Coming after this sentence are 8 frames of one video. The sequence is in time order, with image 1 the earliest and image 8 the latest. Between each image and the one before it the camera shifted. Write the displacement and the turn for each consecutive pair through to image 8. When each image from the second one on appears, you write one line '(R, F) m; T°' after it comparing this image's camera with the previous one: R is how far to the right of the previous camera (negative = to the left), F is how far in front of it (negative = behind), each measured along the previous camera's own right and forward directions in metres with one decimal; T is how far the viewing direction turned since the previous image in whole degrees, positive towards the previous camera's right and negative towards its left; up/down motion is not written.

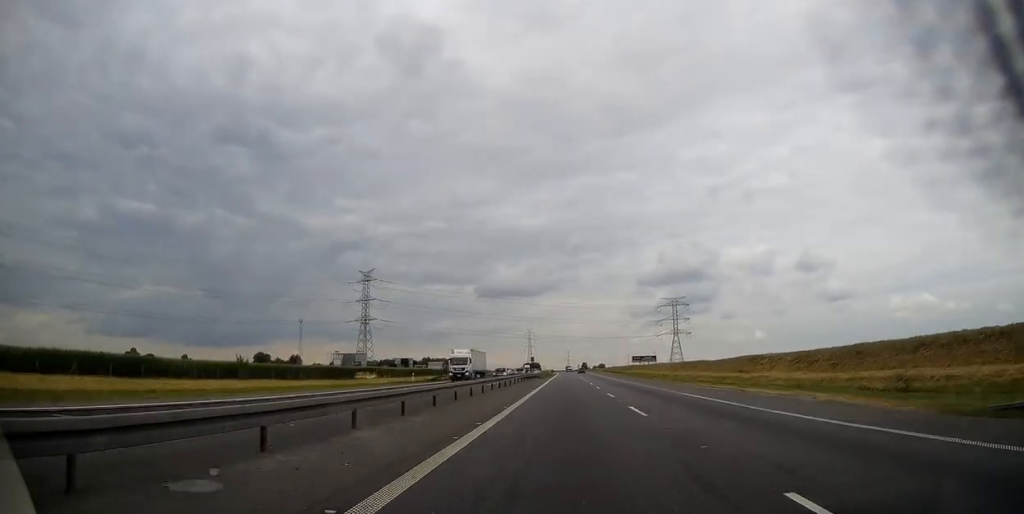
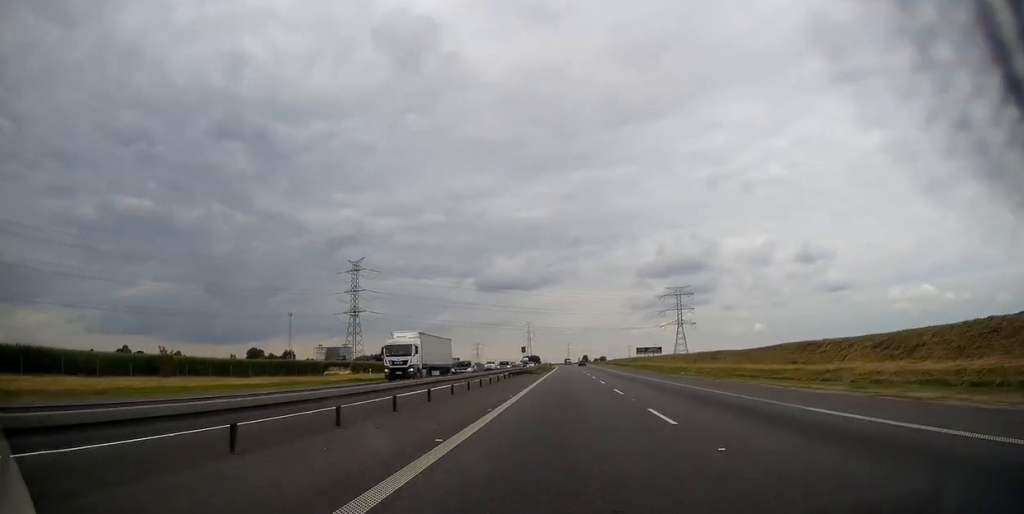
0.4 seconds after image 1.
(0.0, +16.8) m; 0°
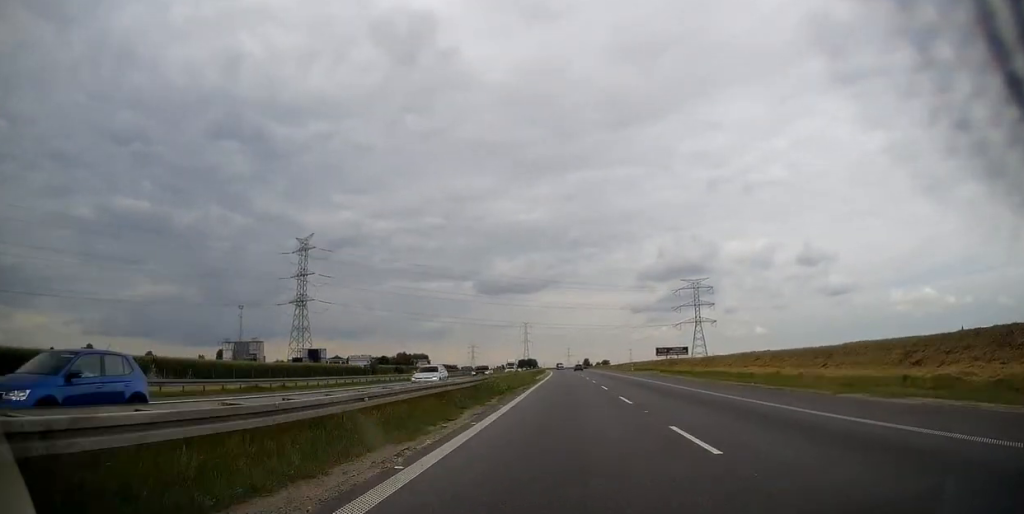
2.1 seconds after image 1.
(+0.1, +64.5) m; 0°
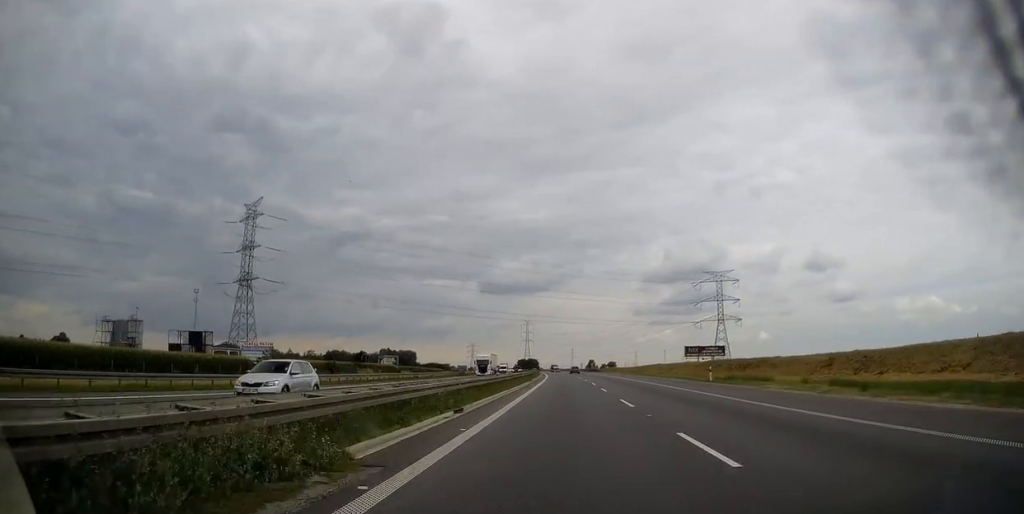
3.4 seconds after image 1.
(-0.2, +49.7) m; 0°
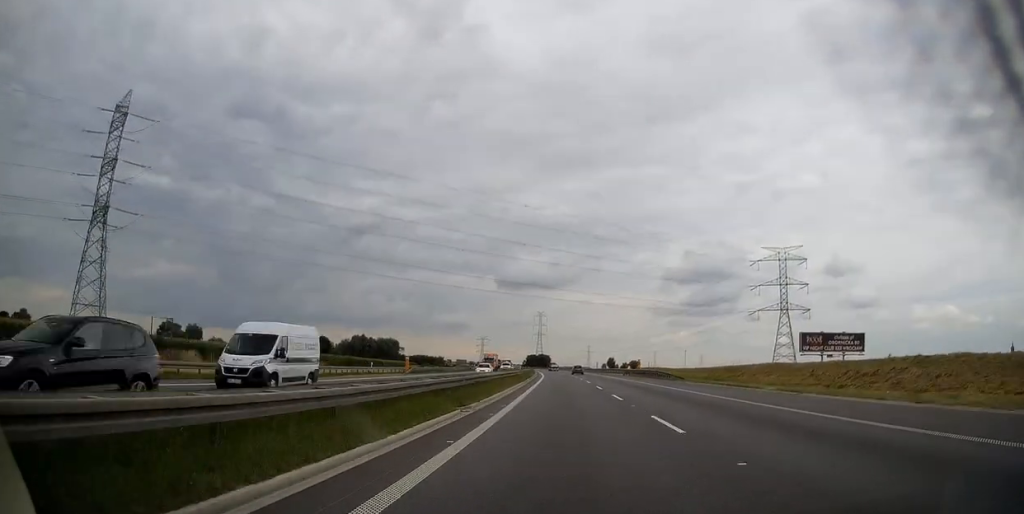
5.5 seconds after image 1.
(-0.8, +80.0) m; -2°
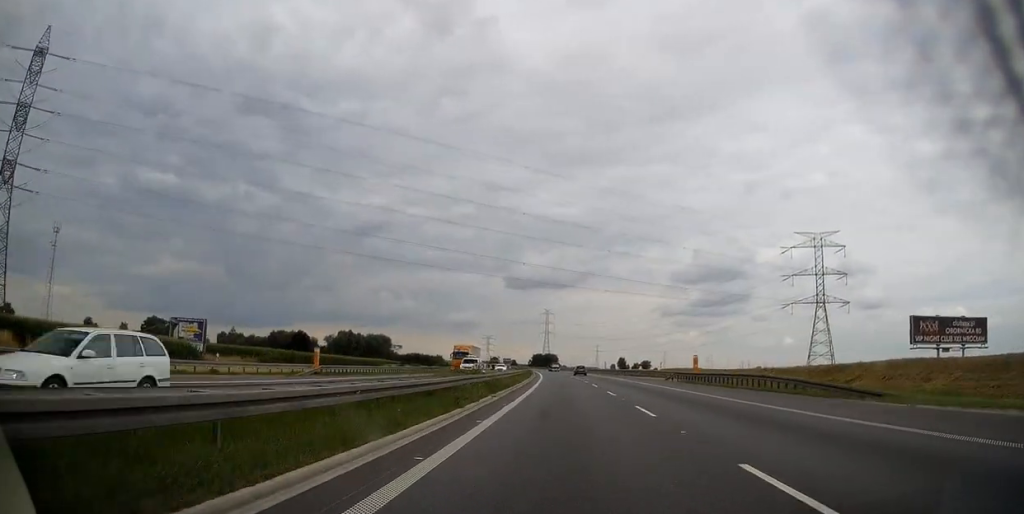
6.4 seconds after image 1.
(-0.2, +32.0) m; -1°
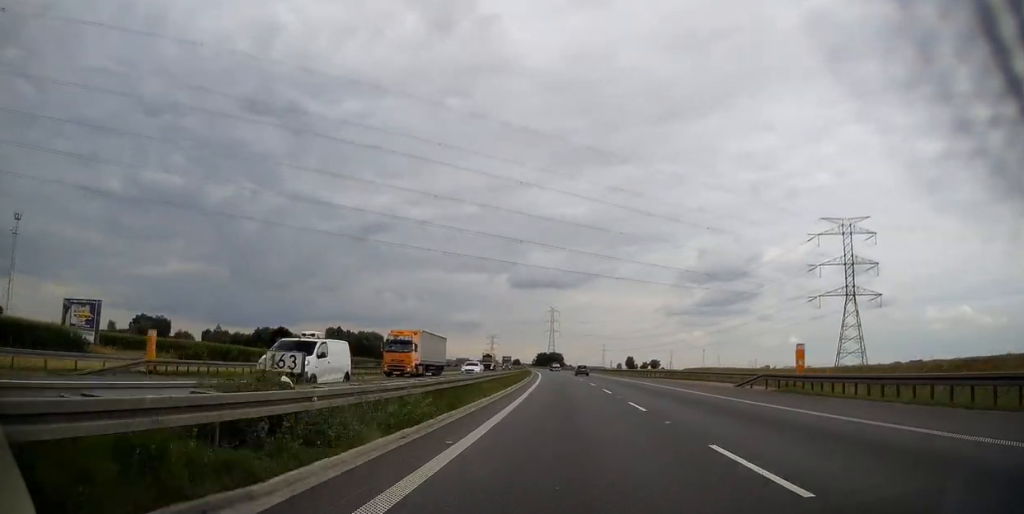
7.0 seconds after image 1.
(-0.1, +22.1) m; 0°
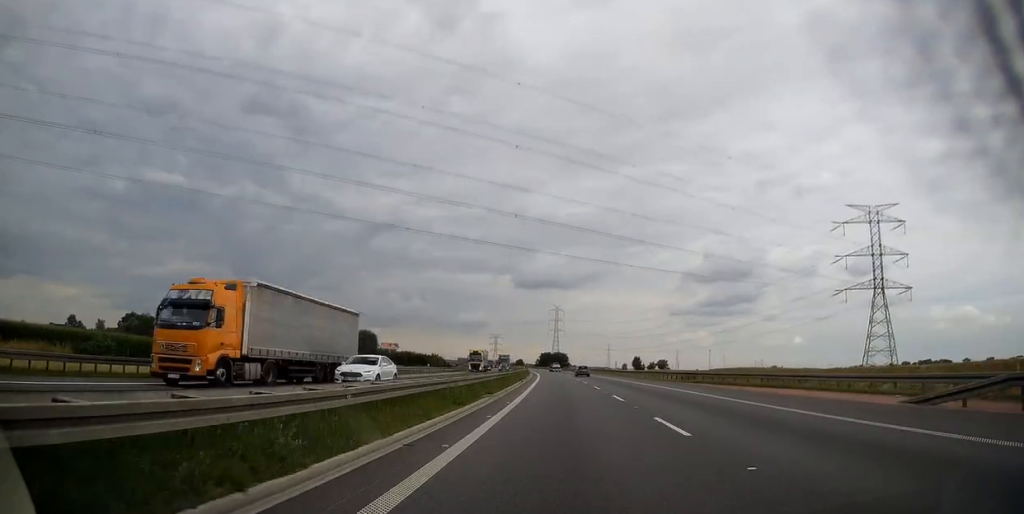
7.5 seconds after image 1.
(0.0, +17.1) m; -1°
